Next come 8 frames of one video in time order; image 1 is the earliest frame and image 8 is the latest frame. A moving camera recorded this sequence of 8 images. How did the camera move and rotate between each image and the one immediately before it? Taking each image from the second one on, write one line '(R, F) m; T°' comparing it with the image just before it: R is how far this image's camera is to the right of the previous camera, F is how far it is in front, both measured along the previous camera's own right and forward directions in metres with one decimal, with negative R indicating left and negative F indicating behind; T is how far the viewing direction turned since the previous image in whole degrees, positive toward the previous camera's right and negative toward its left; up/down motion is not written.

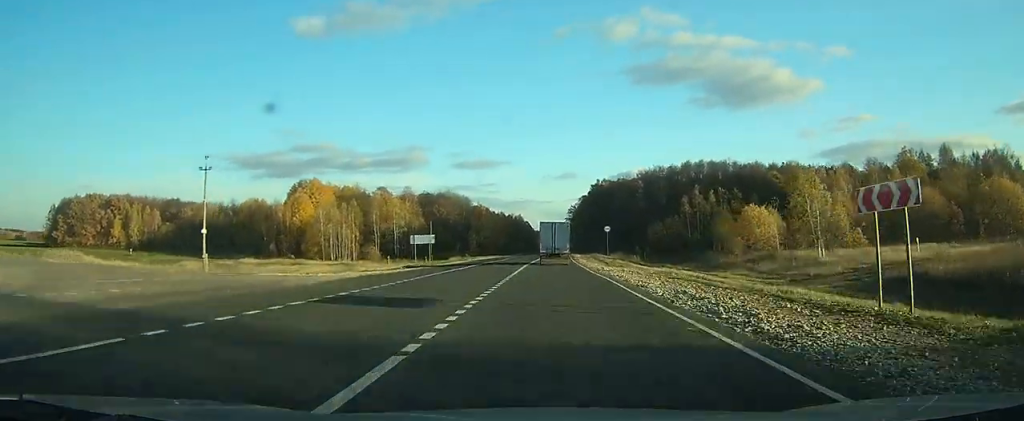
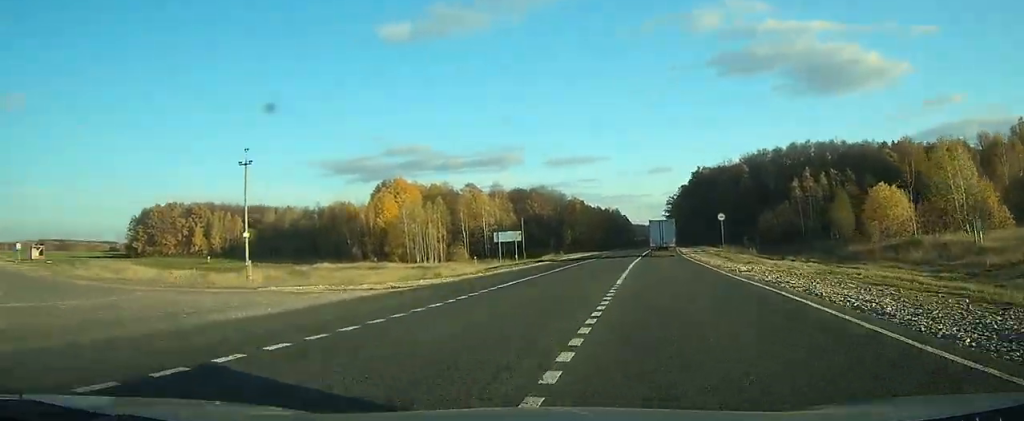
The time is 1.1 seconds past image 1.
(+0.3, +9.6) m; -17°
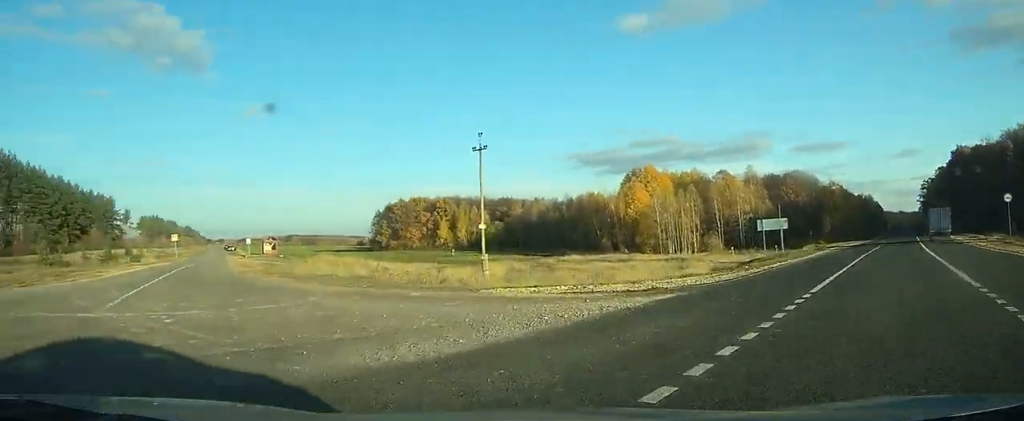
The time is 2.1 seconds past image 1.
(-3.2, +4.8) m; -26°
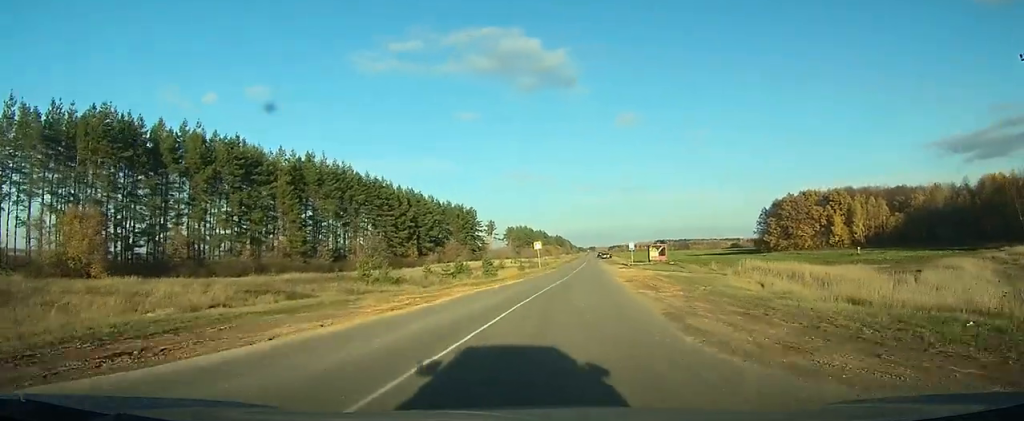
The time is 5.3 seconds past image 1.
(-9.6, +24.1) m; -22°
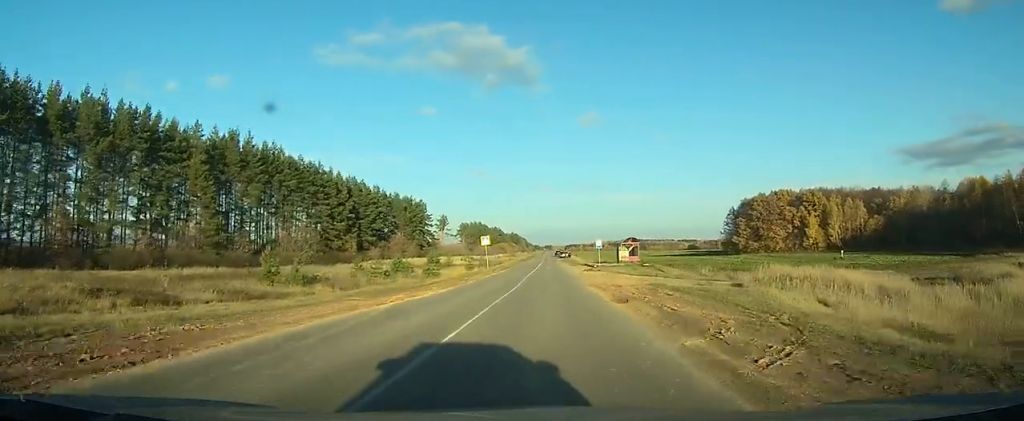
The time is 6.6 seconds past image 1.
(+0.3, +12.9) m; +1°
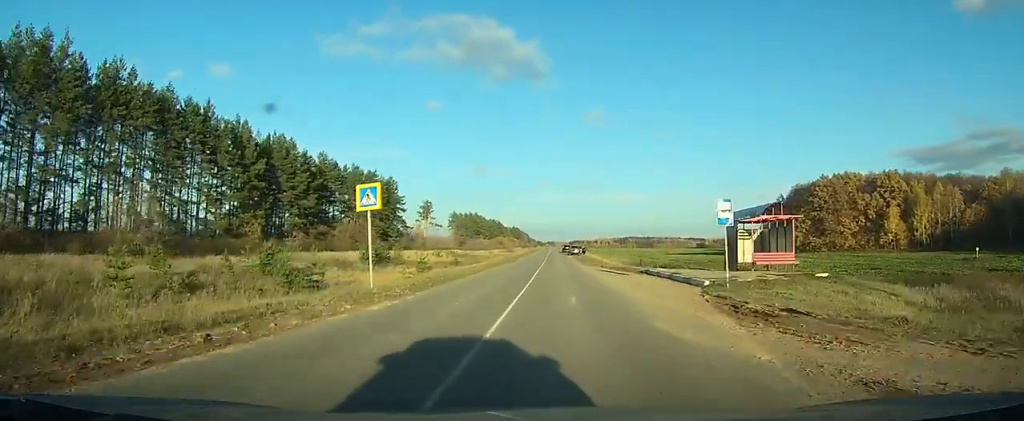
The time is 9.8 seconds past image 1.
(+0.5, +42.3) m; +1°
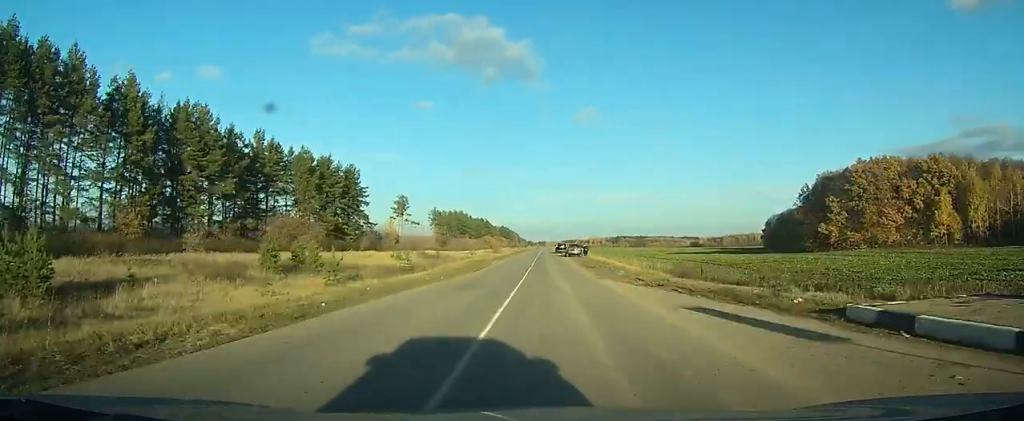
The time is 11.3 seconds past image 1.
(+0.1, +22.7) m; 0°
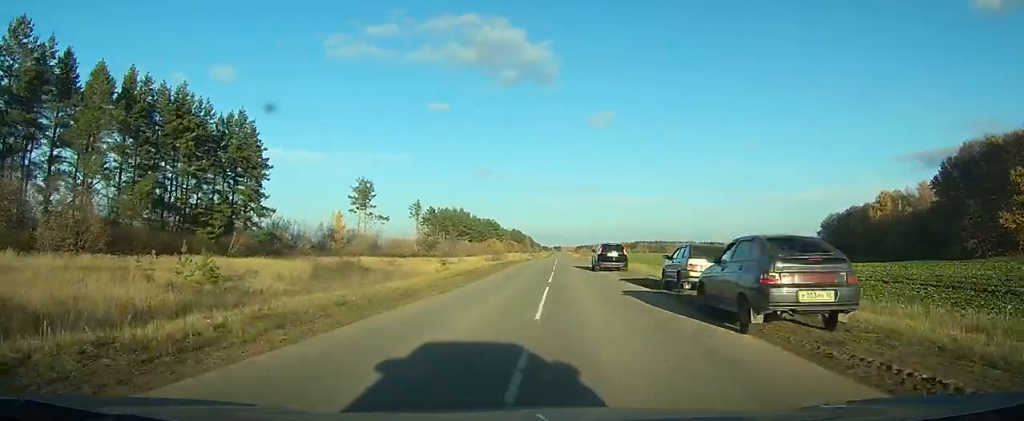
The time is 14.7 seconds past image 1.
(-0.4, +50.8) m; -1°
